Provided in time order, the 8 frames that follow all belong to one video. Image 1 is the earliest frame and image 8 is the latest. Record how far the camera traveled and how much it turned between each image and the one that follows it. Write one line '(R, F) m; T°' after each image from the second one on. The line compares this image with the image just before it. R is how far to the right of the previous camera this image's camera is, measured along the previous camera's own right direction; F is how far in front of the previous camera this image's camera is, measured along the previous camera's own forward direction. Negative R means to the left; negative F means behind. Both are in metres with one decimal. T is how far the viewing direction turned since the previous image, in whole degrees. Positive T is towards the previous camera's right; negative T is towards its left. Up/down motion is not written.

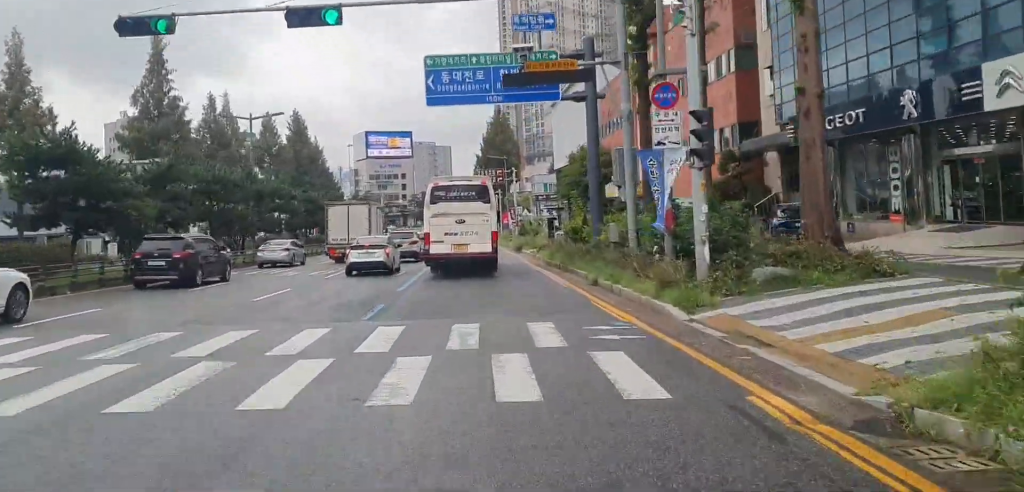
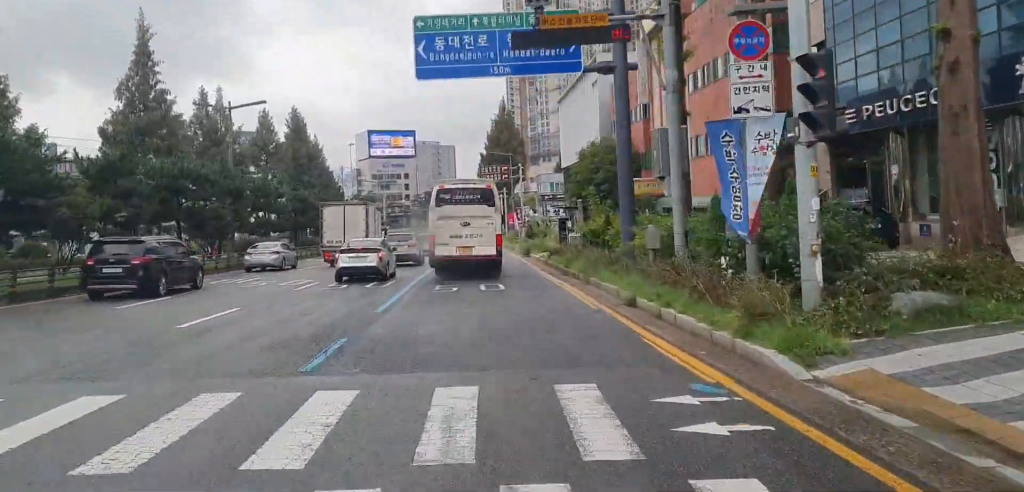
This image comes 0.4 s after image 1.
(0.0, +5.1) m; 0°
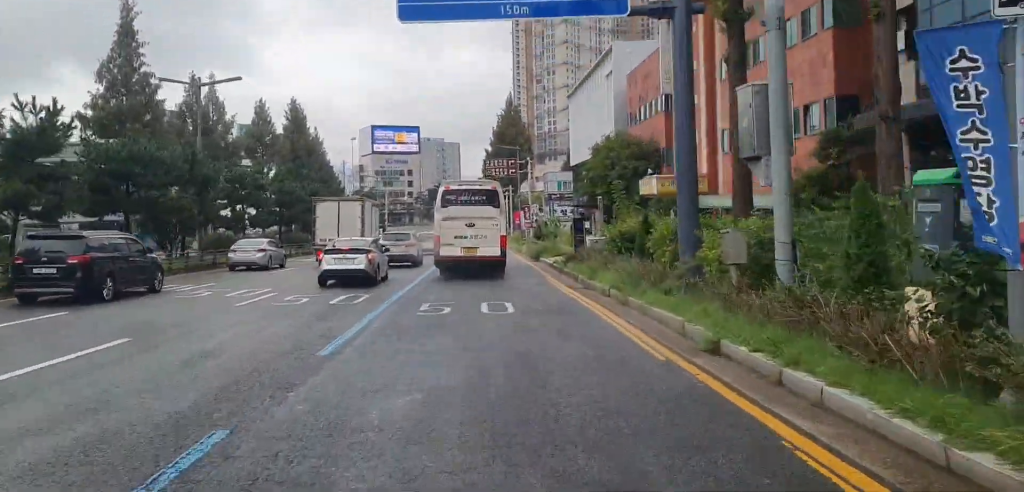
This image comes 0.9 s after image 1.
(-0.1, +5.8) m; 0°
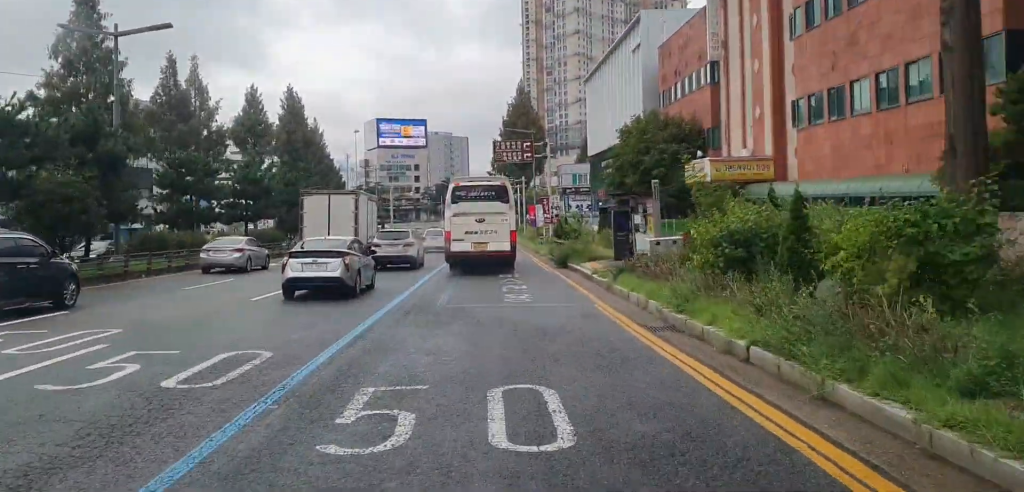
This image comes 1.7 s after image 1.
(+0.1, +9.9) m; 0°
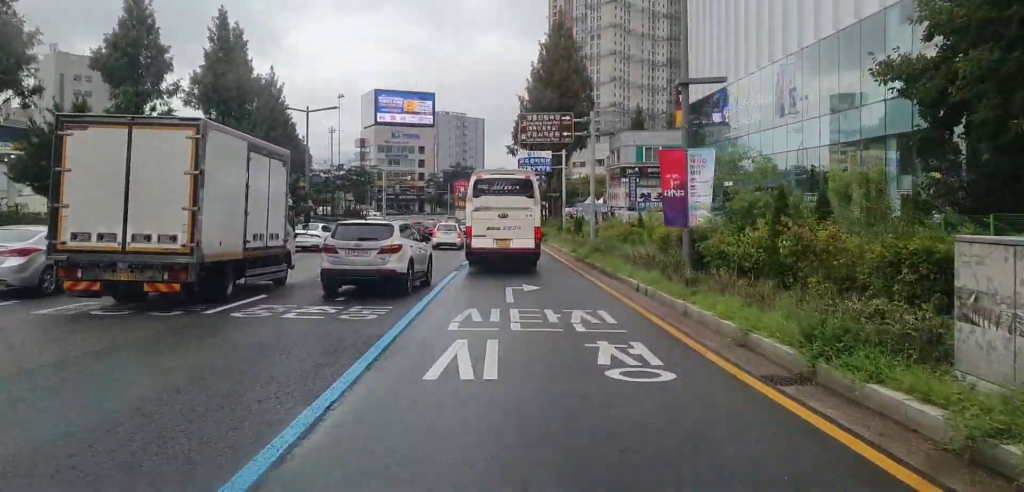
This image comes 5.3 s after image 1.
(-0.6, +44.4) m; +1°
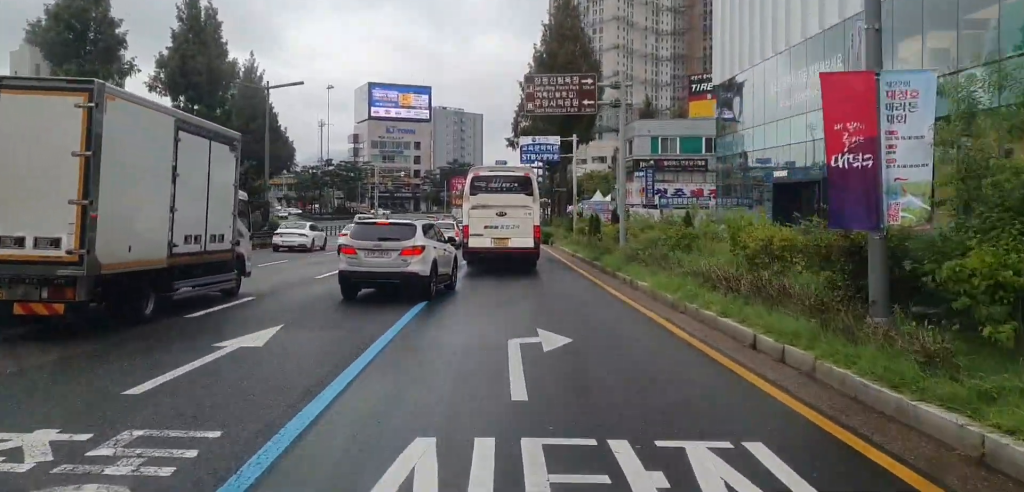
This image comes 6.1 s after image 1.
(-0.1, +9.1) m; -2°
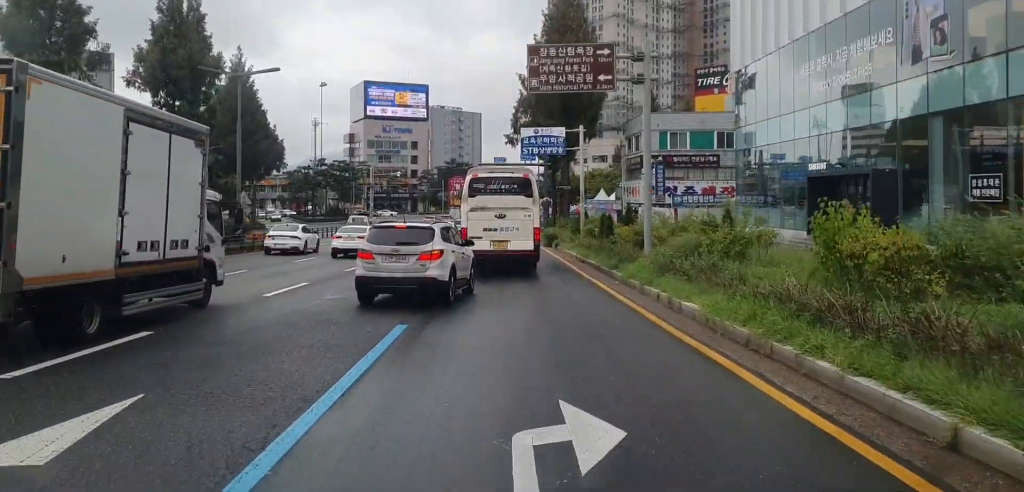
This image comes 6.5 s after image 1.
(-0.1, +4.7) m; 0°
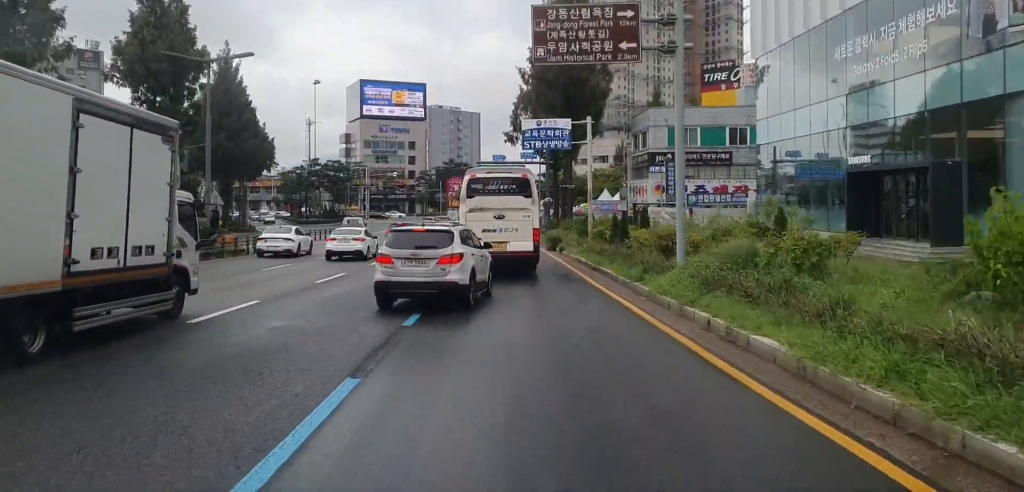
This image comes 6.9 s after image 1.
(-0.2, +4.2) m; +1°
